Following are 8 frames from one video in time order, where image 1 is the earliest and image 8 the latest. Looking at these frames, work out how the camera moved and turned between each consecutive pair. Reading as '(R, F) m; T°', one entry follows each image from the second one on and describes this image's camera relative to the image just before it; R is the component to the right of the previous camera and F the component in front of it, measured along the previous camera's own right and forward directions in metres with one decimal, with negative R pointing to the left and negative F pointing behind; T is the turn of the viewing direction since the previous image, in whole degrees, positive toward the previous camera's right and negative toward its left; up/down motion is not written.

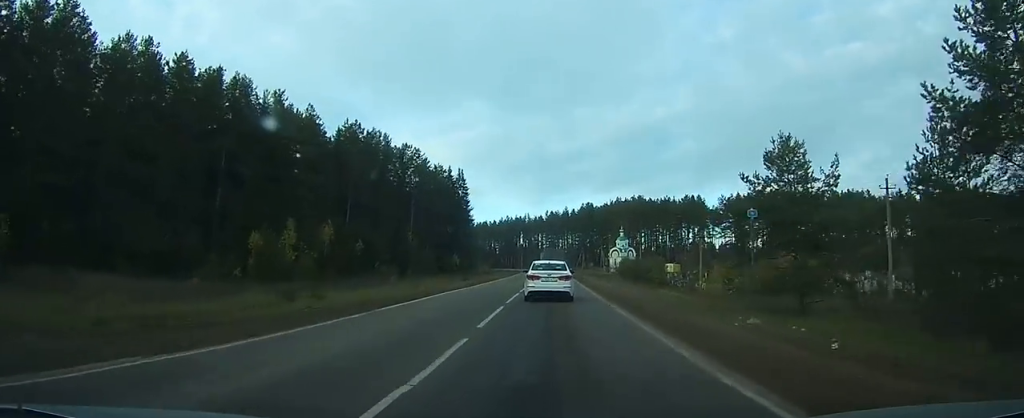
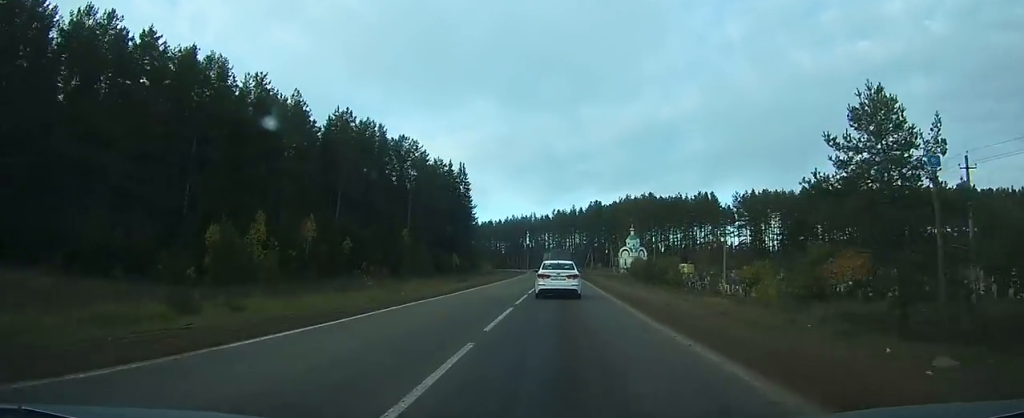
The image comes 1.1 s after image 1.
(-0.1, +9.1) m; 0°
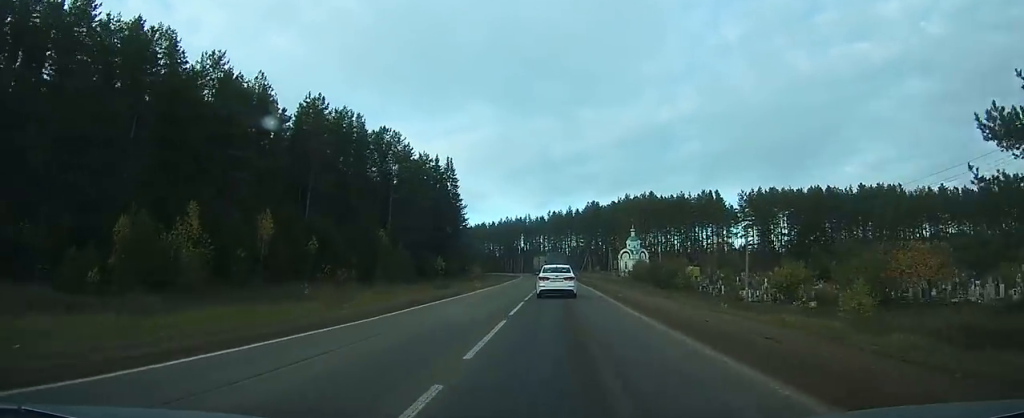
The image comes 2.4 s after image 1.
(-0.1, +11.6) m; 0°
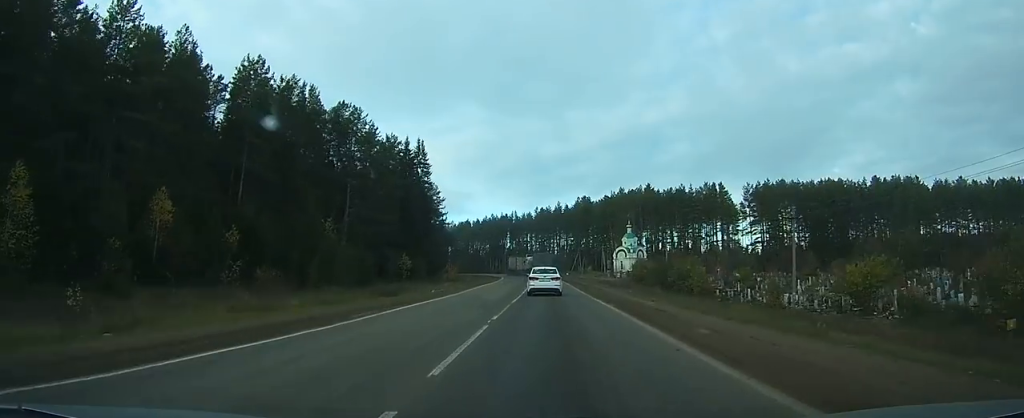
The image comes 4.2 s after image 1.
(0.0, +16.3) m; 0°
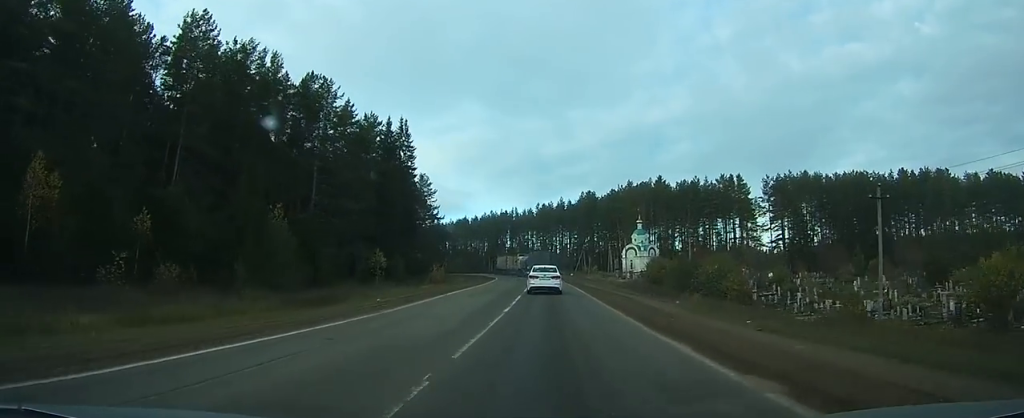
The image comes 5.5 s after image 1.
(0.0, +12.9) m; 0°
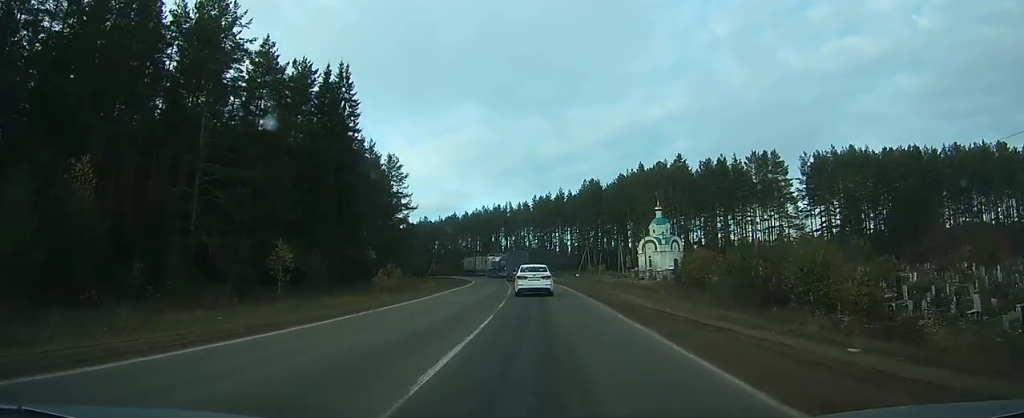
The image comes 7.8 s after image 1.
(-0.1, +23.3) m; -1°
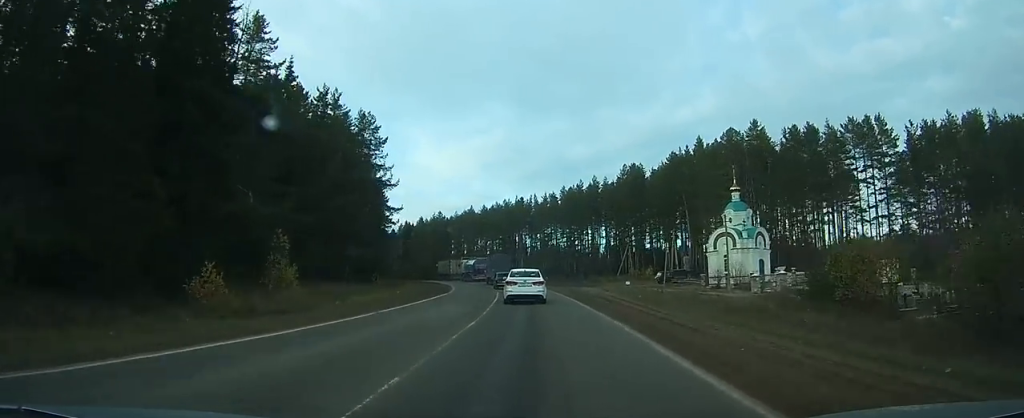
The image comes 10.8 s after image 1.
(-0.4, +32.9) m; -1°
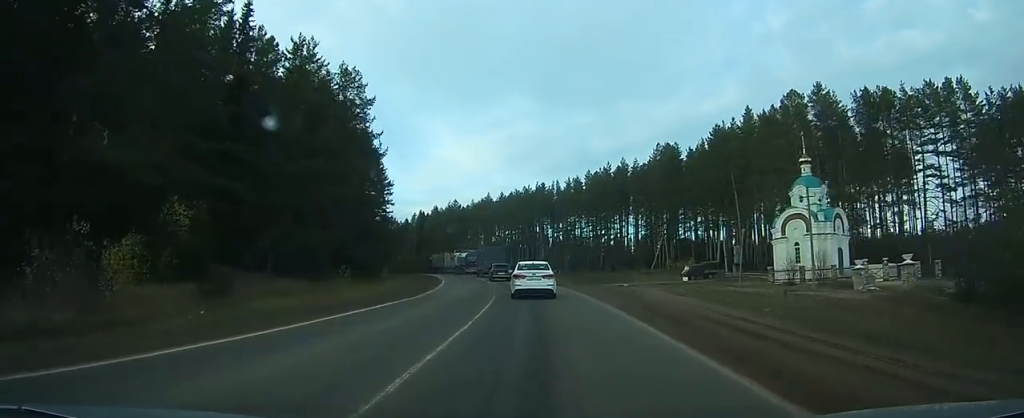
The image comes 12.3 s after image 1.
(0.0, +16.6) m; -1°
